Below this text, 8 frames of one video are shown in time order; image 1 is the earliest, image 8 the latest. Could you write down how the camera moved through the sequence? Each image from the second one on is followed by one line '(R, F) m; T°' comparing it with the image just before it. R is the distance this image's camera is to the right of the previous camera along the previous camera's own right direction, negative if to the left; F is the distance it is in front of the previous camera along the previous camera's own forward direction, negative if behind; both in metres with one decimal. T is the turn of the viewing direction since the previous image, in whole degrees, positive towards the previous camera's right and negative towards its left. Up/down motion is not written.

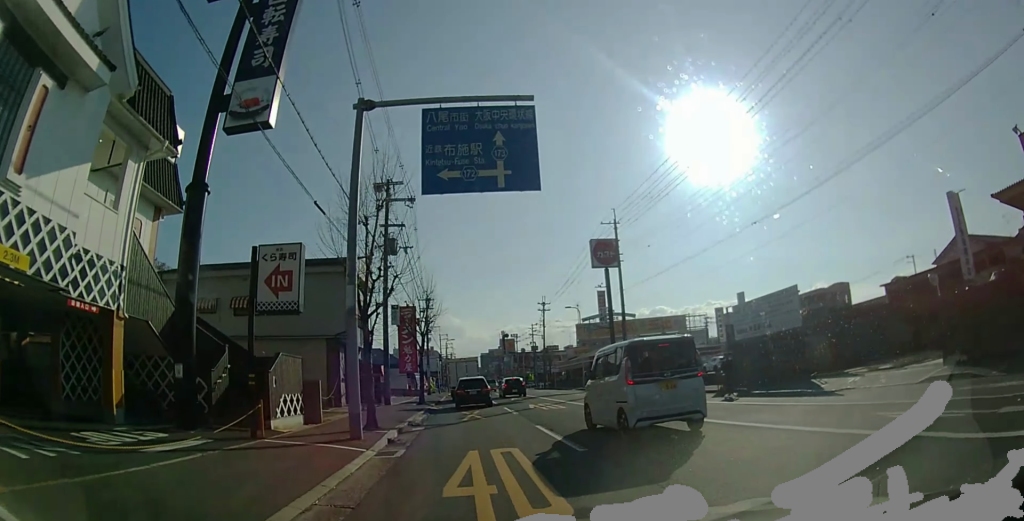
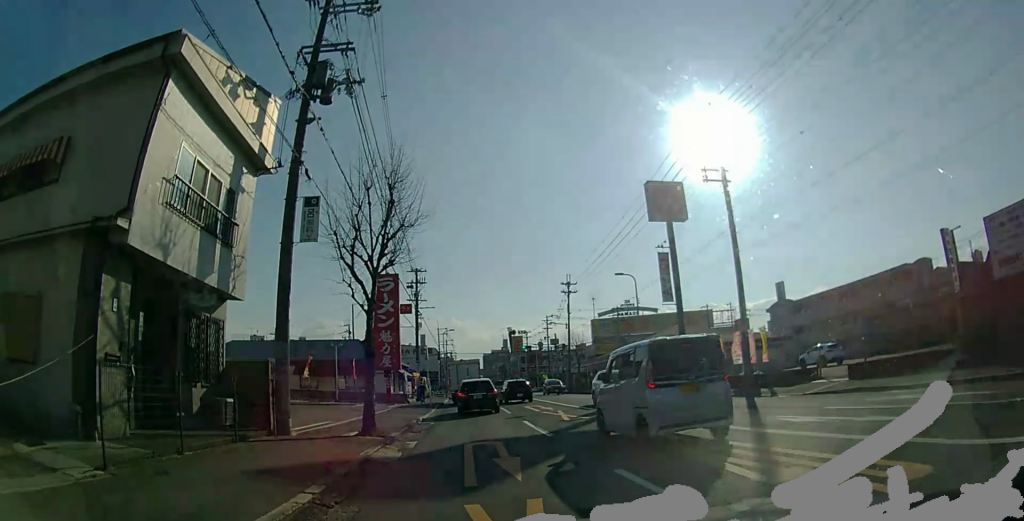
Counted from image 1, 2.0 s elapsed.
(0.0, +20.1) m; 0°
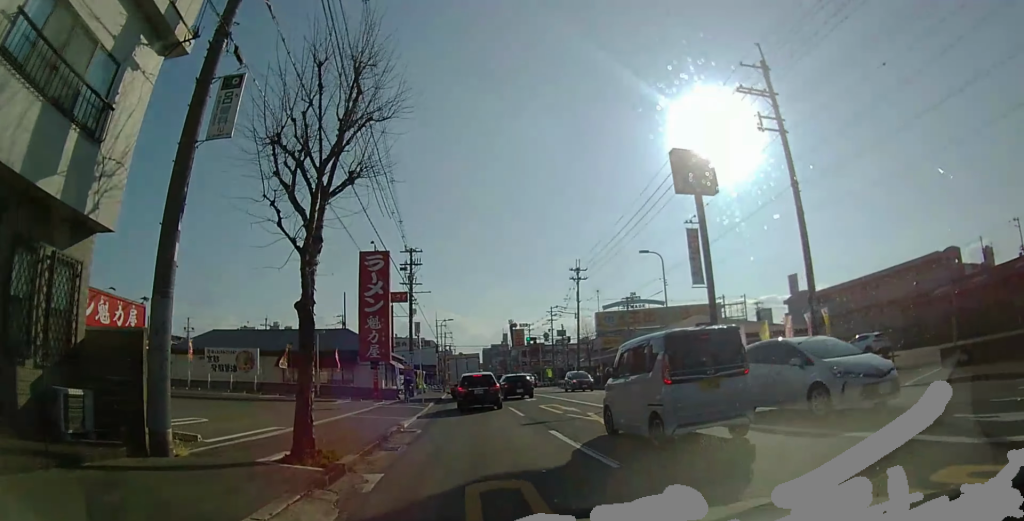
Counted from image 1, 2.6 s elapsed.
(0.0, +5.9) m; 0°
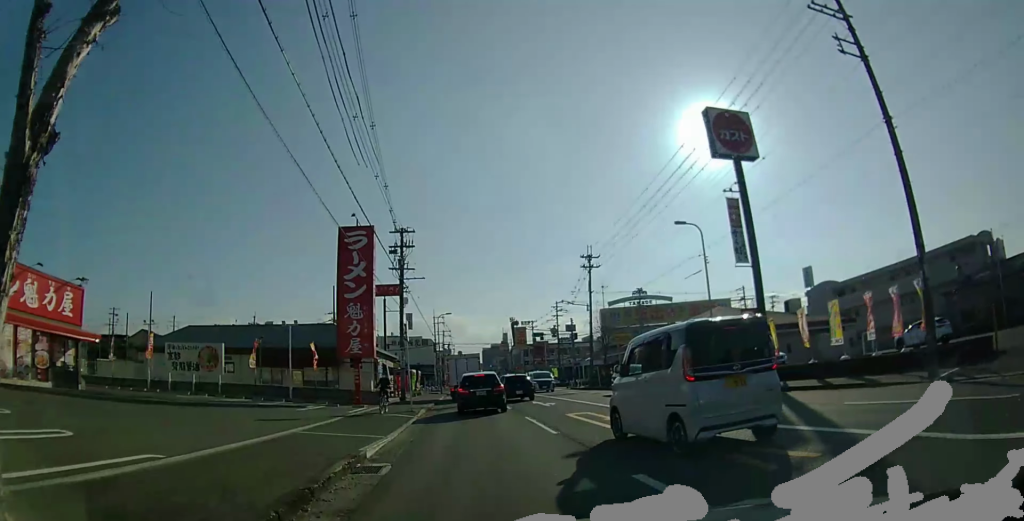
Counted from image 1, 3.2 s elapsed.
(0.0, +6.9) m; 0°
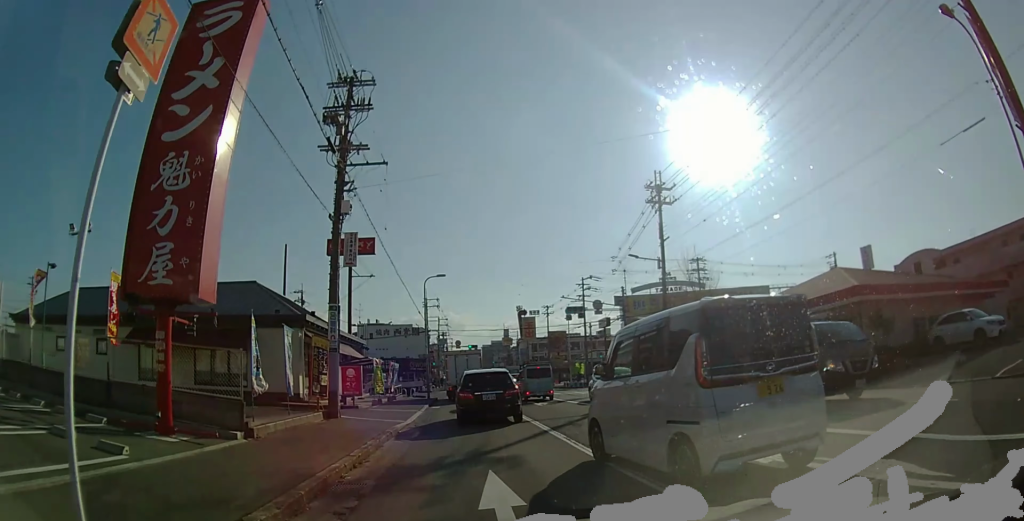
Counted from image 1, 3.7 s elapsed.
(0.0, +3.4) m; -1°
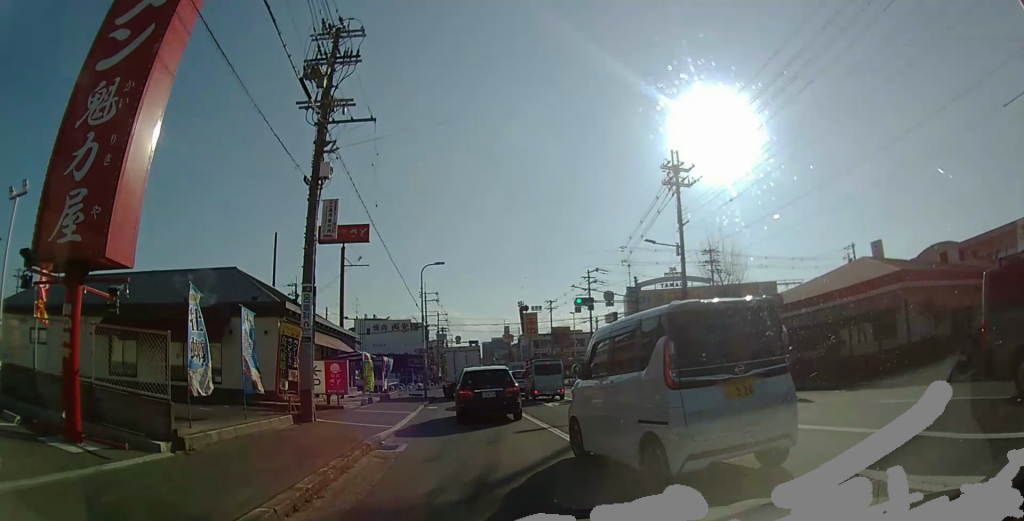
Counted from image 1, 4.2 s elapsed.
(0.0, +4.2) m; -1°
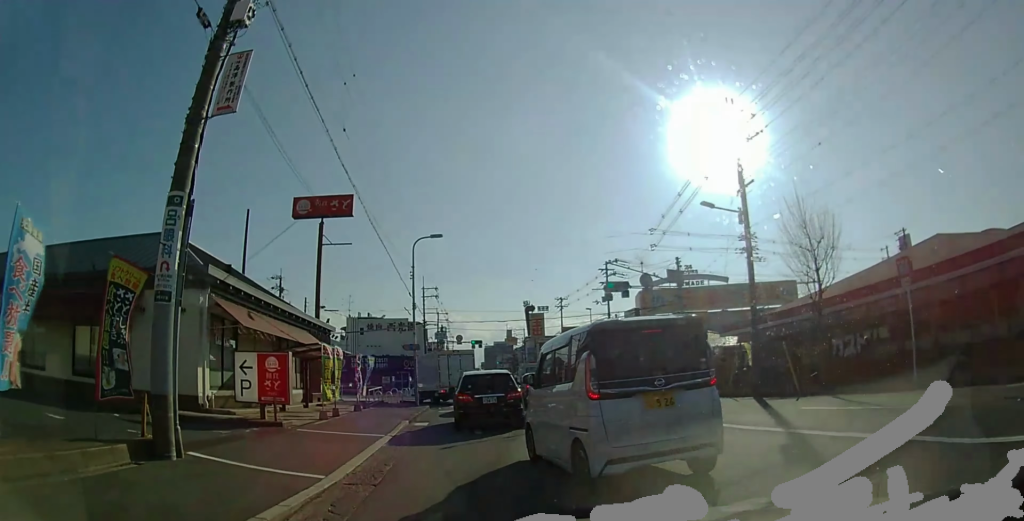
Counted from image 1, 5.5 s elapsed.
(-0.2, +7.8) m; -2°
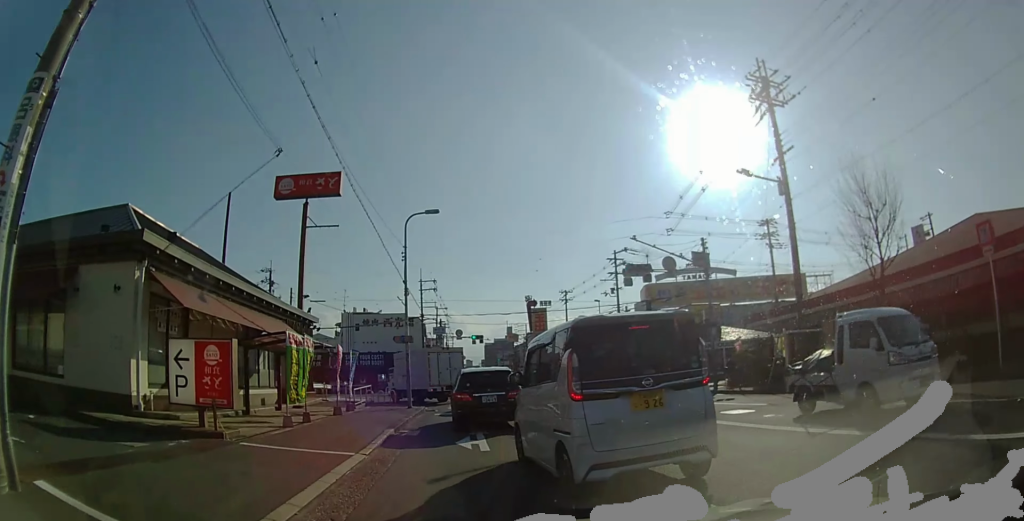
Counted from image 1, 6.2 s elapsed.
(0.0, +3.6) m; 0°
